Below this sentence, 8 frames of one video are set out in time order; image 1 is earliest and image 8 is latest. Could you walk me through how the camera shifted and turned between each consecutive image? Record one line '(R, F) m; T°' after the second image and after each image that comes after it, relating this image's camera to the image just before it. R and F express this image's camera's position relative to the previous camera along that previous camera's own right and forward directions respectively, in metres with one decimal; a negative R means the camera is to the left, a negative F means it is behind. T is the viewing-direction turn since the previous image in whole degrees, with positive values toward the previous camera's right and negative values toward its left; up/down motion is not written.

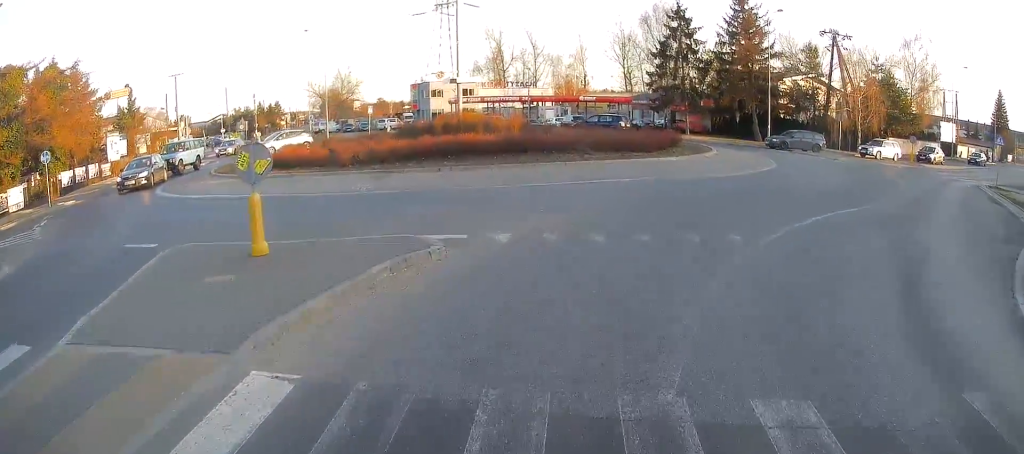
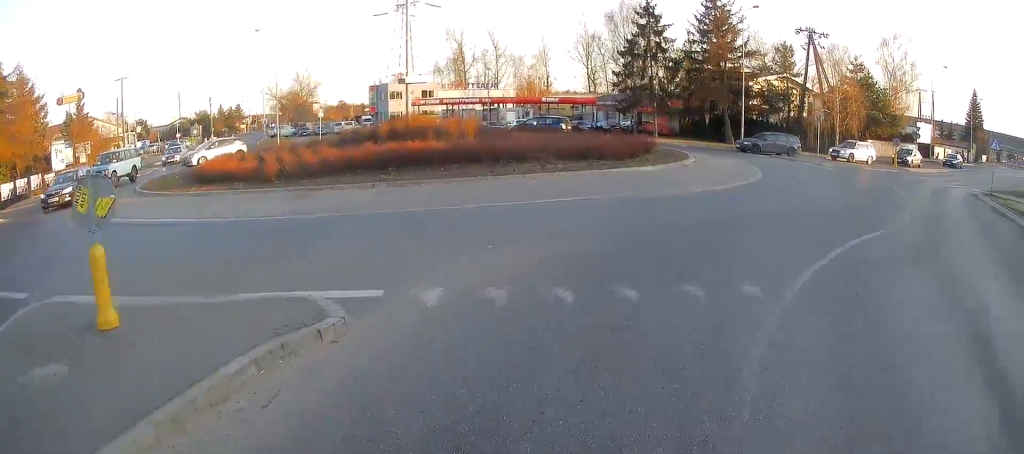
(0.0, +4.2) m; +2°
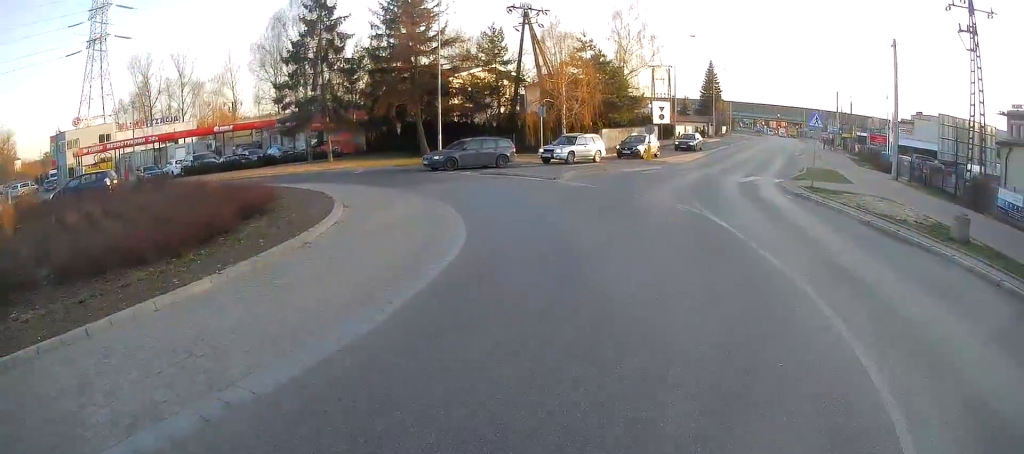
(+3.2, +12.8) m; +29°
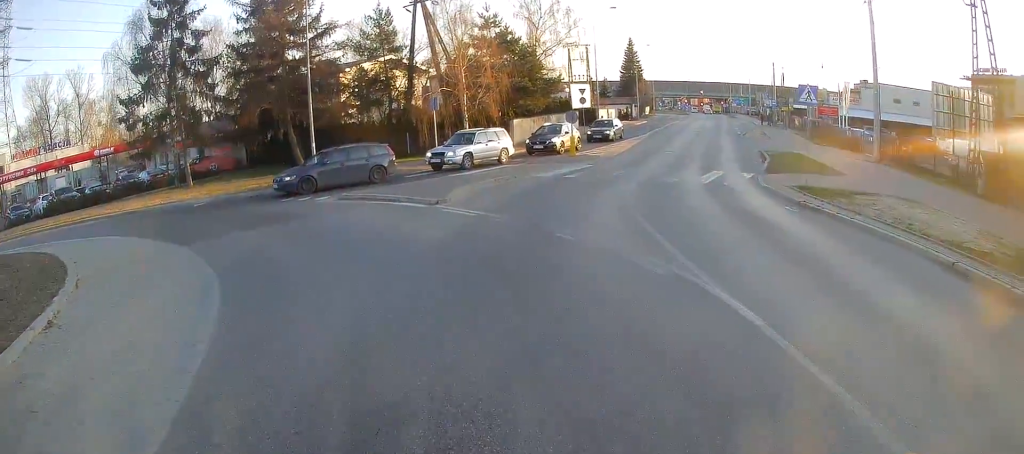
(+0.3, +6.8) m; +3°
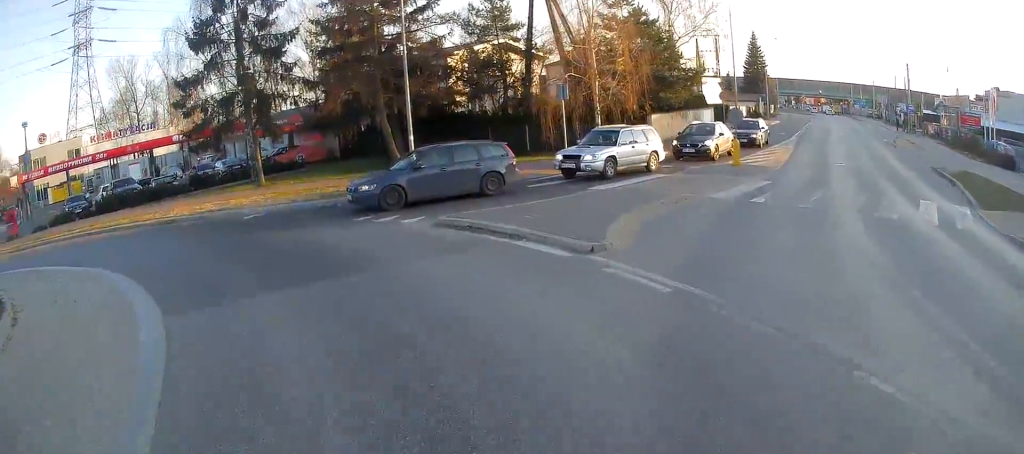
(0.0, +5.3) m; -4°
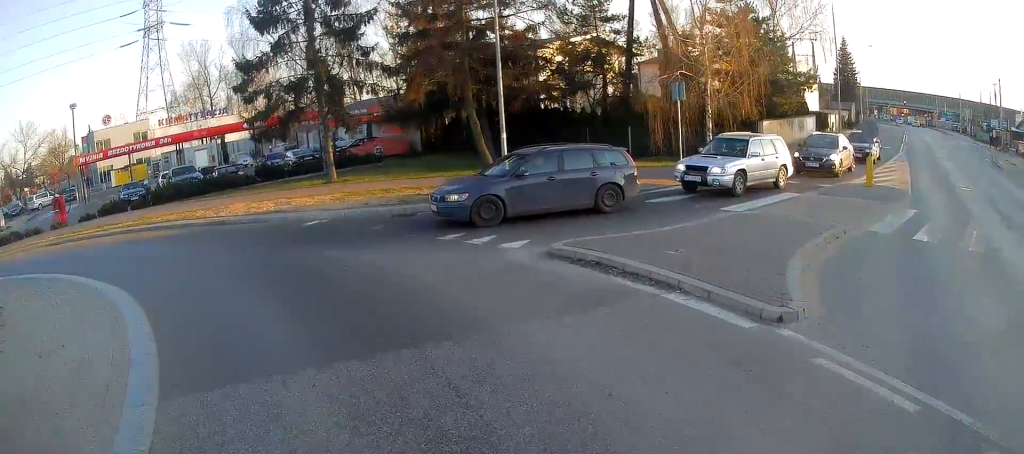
(-0.2, +2.8) m; -5°
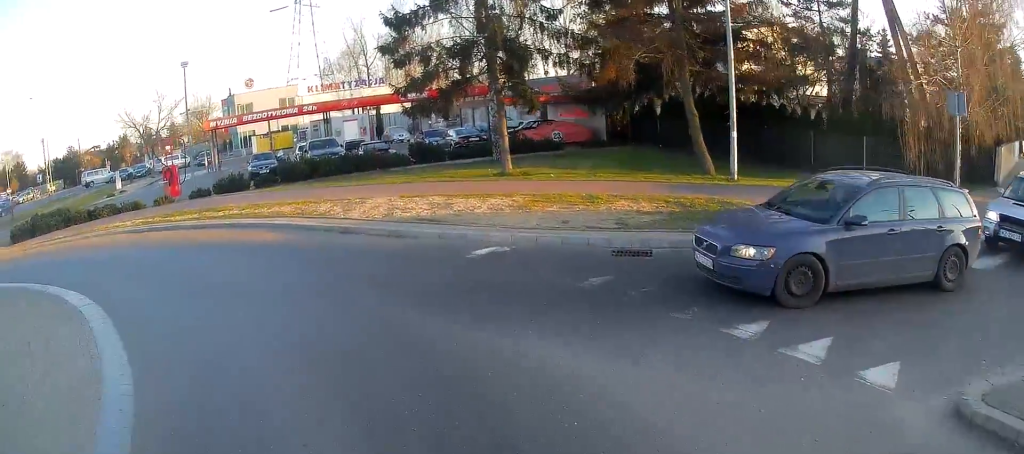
(-0.5, +5.3) m; -12°
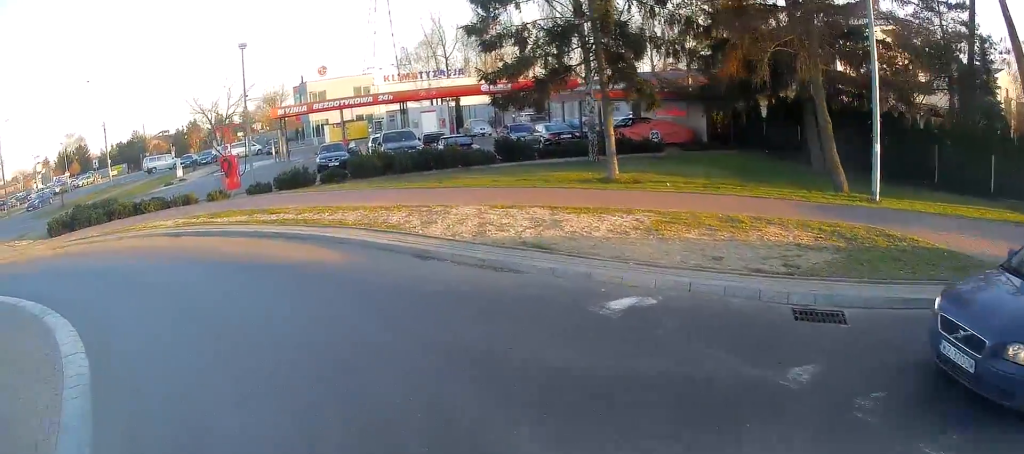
(-0.2, +2.7) m; -8°
